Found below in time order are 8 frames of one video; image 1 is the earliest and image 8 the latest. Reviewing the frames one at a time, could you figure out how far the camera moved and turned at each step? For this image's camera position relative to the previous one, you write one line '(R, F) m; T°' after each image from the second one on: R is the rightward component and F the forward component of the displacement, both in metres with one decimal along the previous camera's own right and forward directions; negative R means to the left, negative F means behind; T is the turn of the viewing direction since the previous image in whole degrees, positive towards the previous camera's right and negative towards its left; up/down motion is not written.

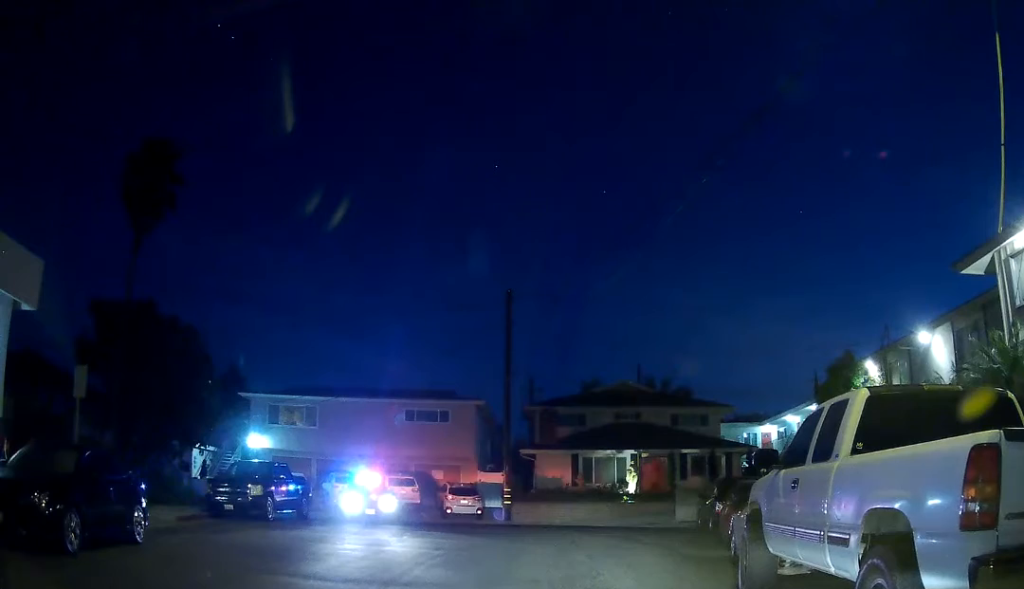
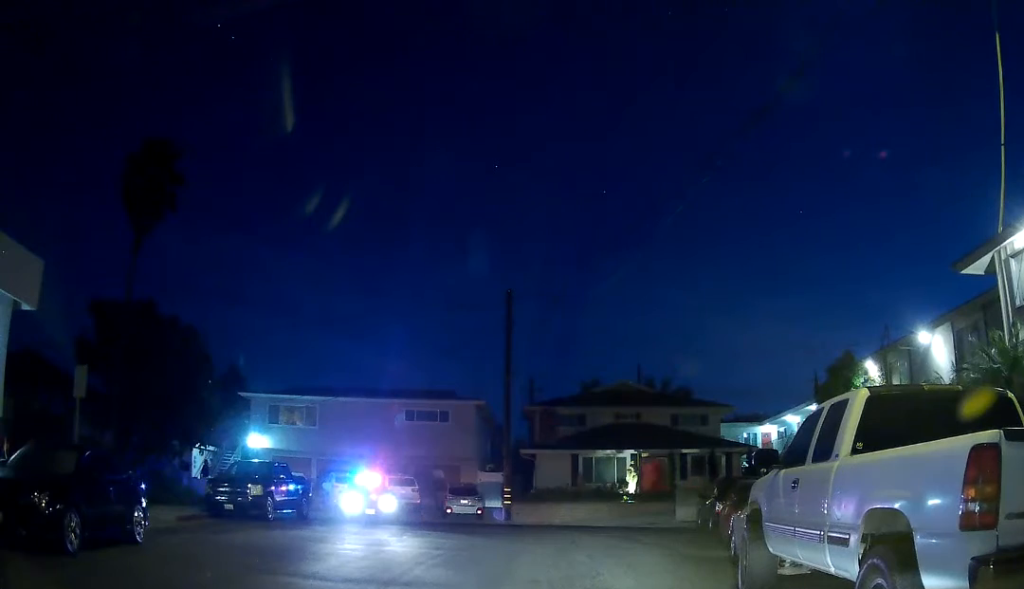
(0.0, 0.0) m; 0°
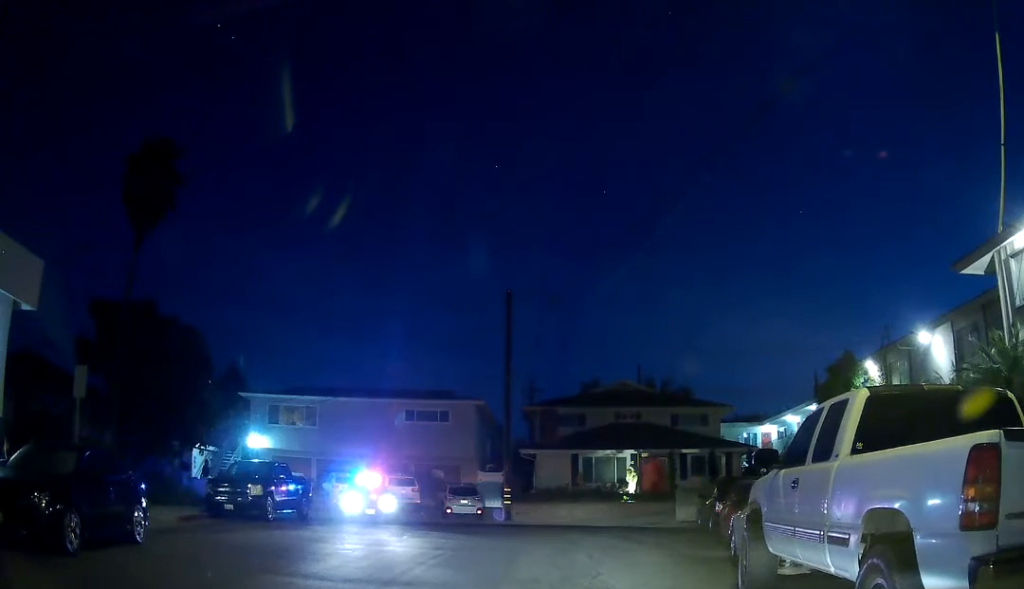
(0.0, 0.0) m; 0°
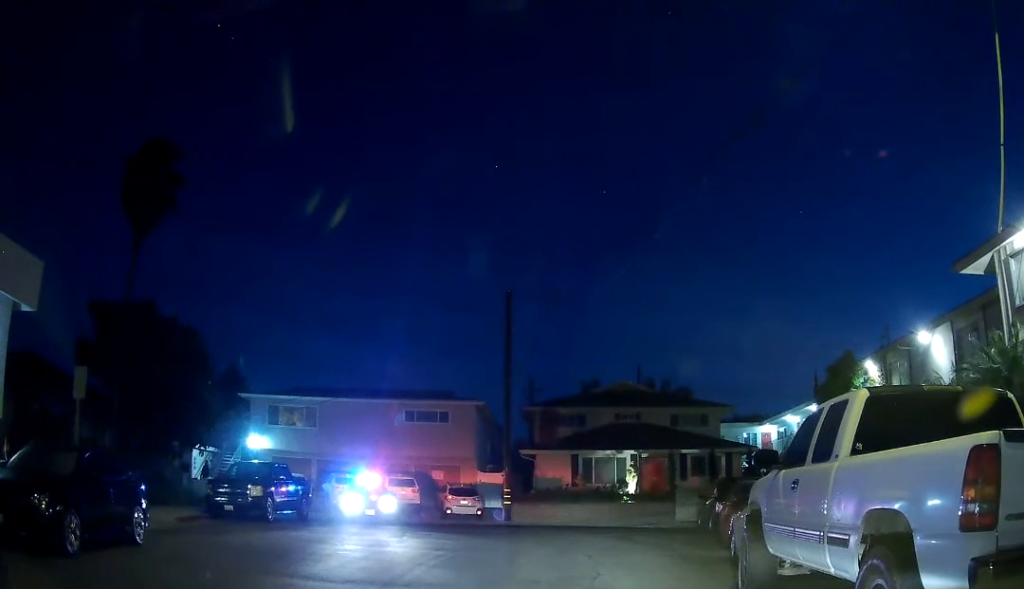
(0.0, 0.0) m; 0°
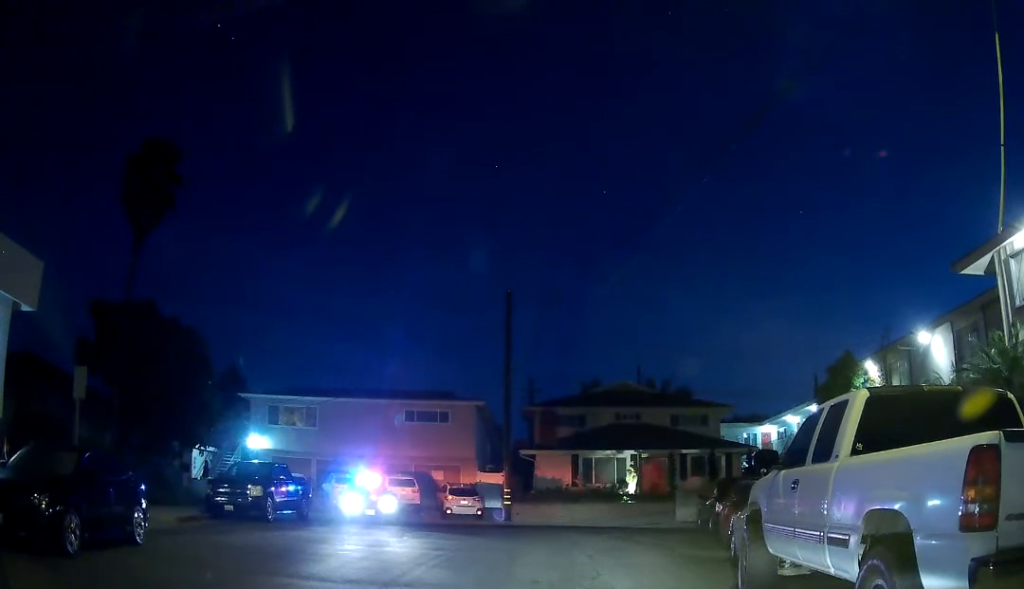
(0.0, 0.0) m; 0°
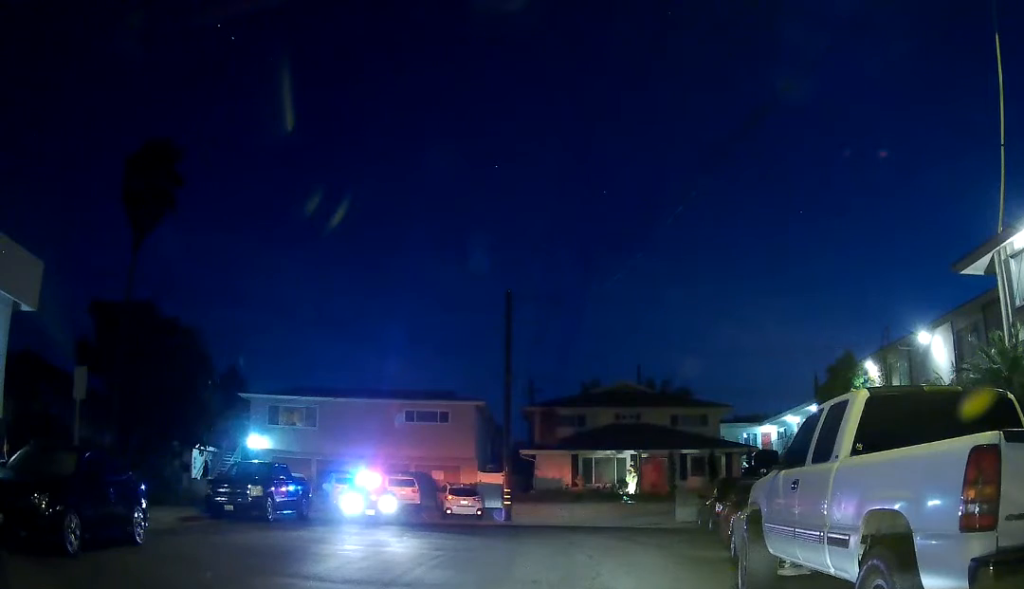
(0.0, 0.0) m; 0°
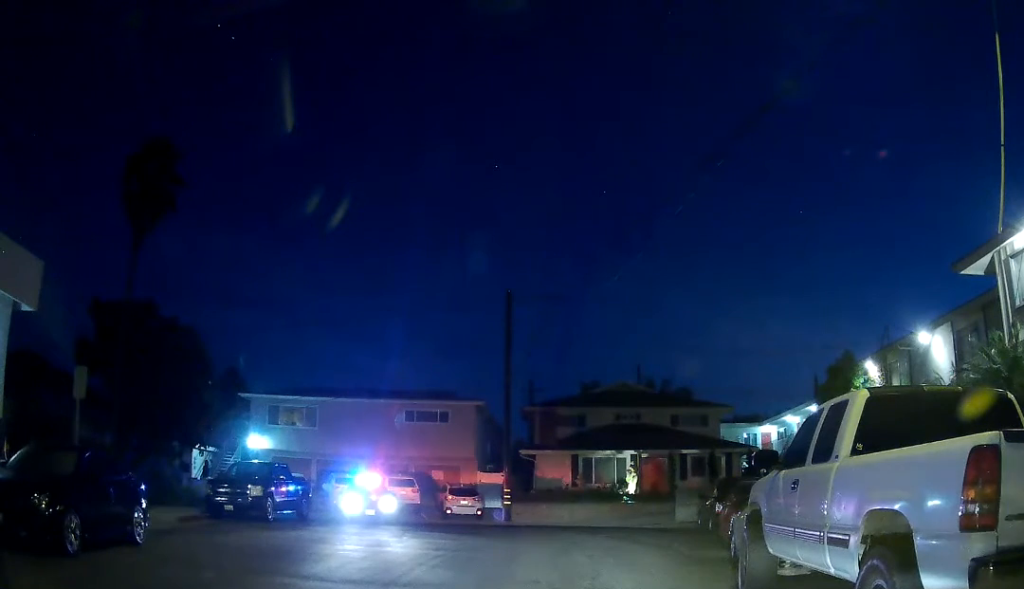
(0.0, 0.0) m; 0°
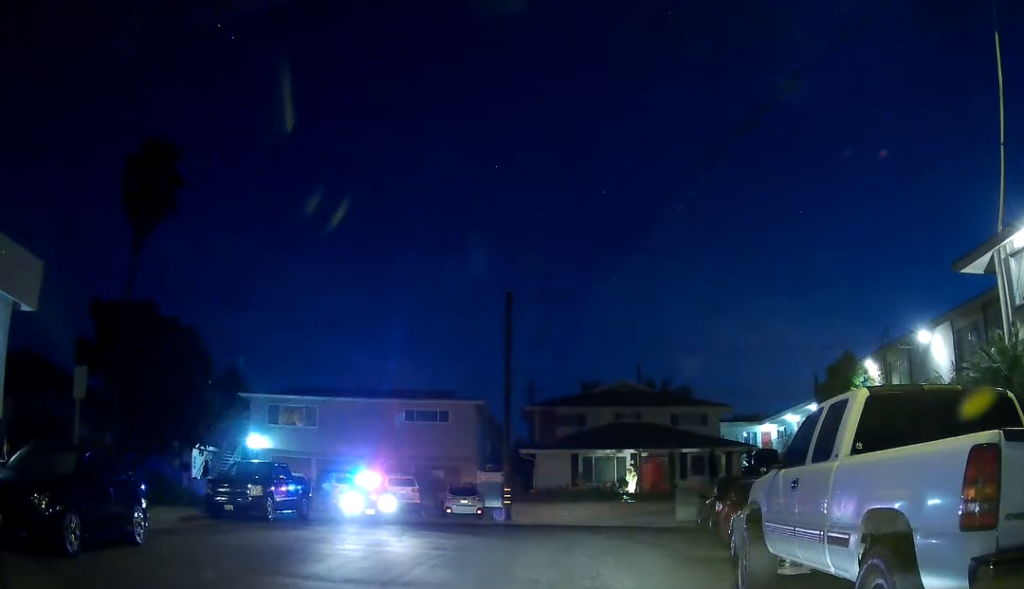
(0.0, 0.0) m; 0°
